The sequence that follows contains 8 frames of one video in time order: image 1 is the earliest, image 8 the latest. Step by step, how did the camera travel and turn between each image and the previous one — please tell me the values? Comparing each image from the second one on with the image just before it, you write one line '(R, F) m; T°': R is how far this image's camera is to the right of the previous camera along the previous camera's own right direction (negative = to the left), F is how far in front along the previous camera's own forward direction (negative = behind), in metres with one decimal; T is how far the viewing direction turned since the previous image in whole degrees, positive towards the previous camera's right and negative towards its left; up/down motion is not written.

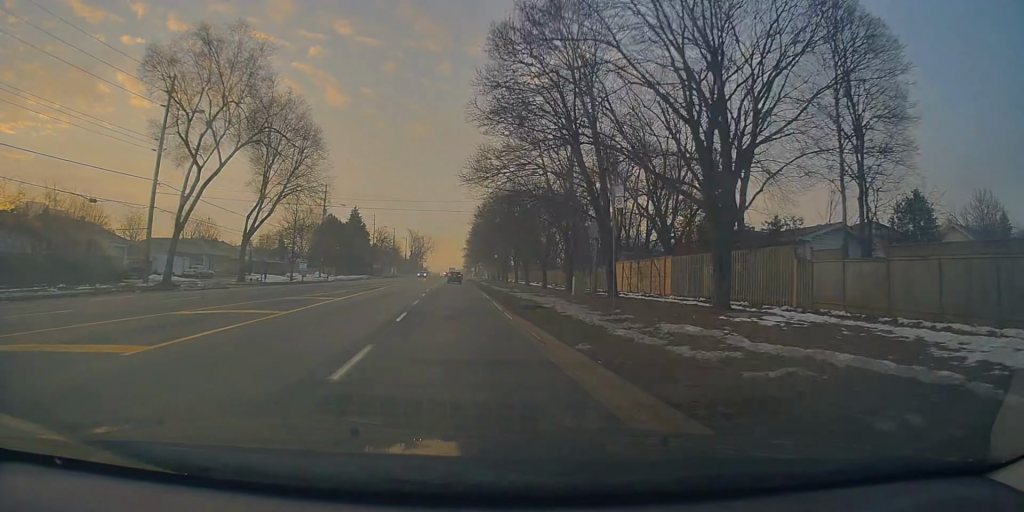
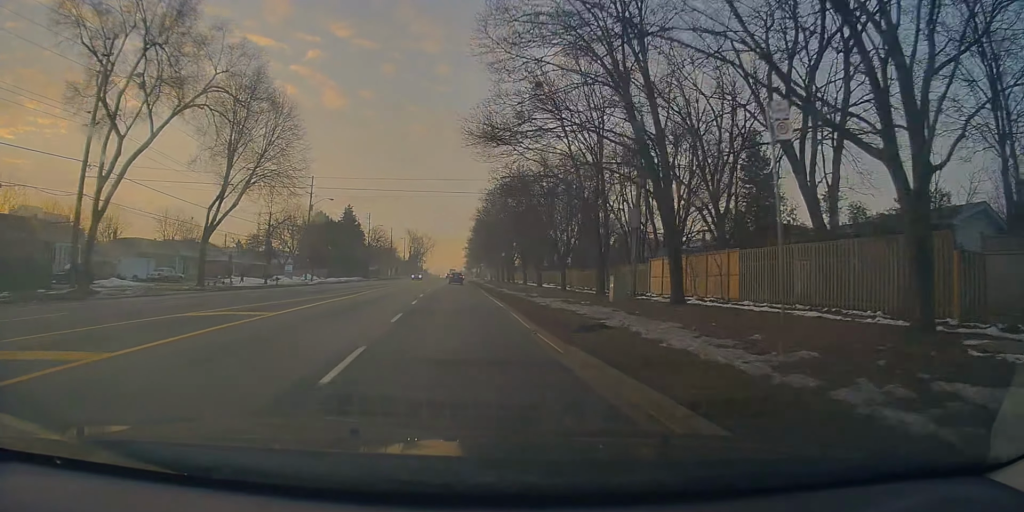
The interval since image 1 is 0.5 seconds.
(-0.2, +8.6) m; 0°
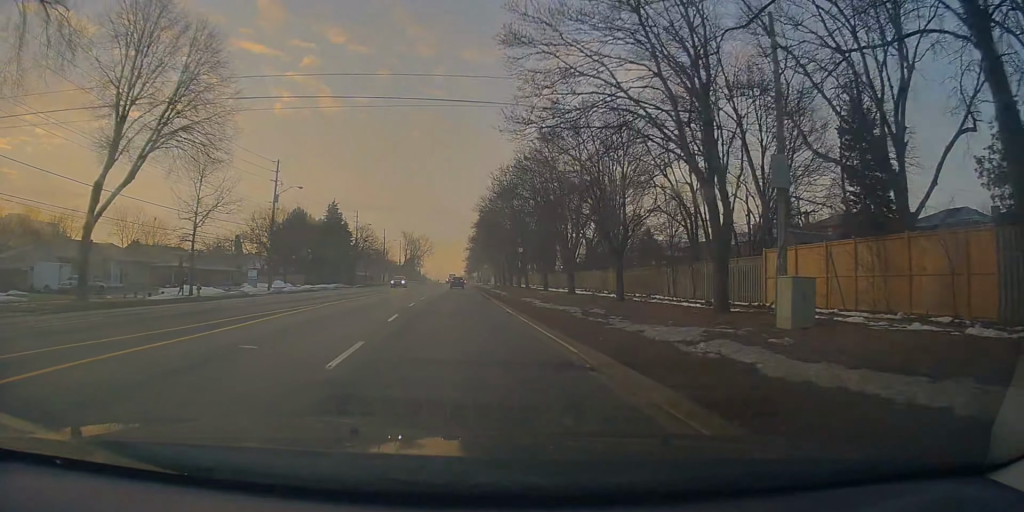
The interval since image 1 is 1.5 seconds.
(+0.3, +15.3) m; +1°
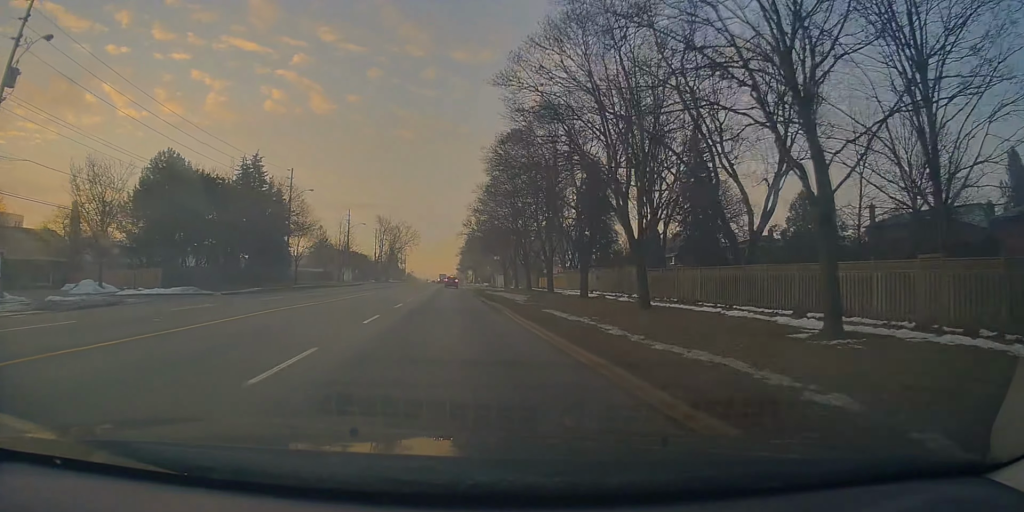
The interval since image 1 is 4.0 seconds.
(0.0, +42.8) m; 0°
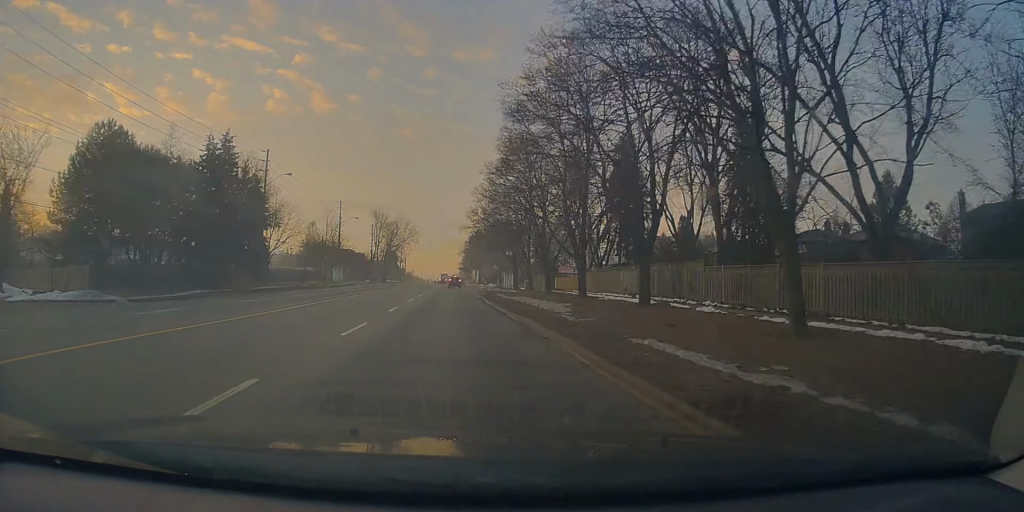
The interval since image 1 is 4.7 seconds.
(-0.2, +11.2) m; +1°
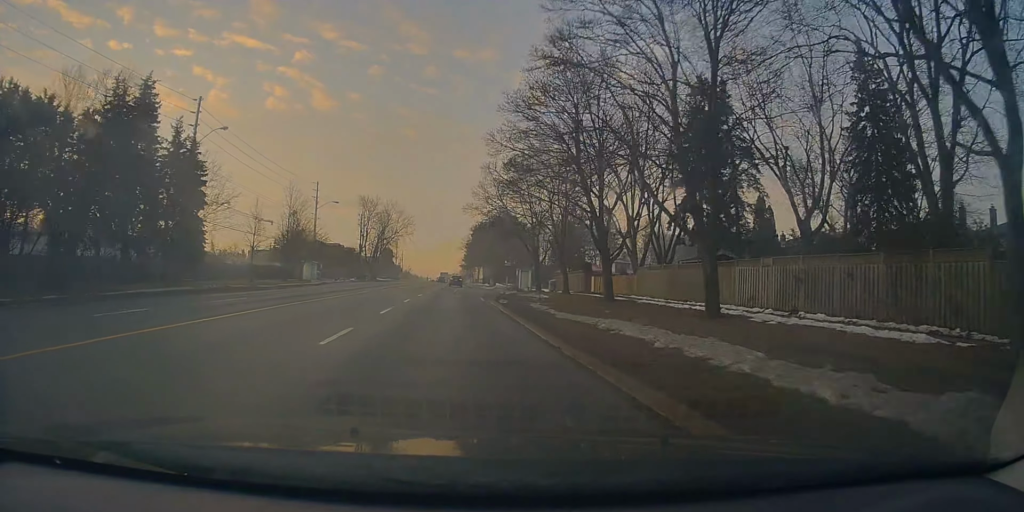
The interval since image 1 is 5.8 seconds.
(+0.4, +18.9) m; 0°
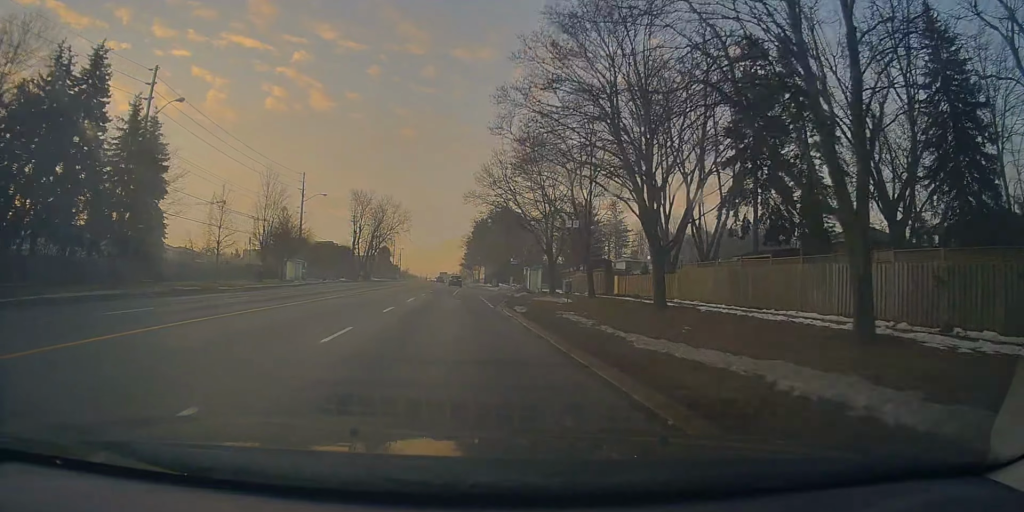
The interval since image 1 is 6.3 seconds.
(-0.2, +7.8) m; -1°
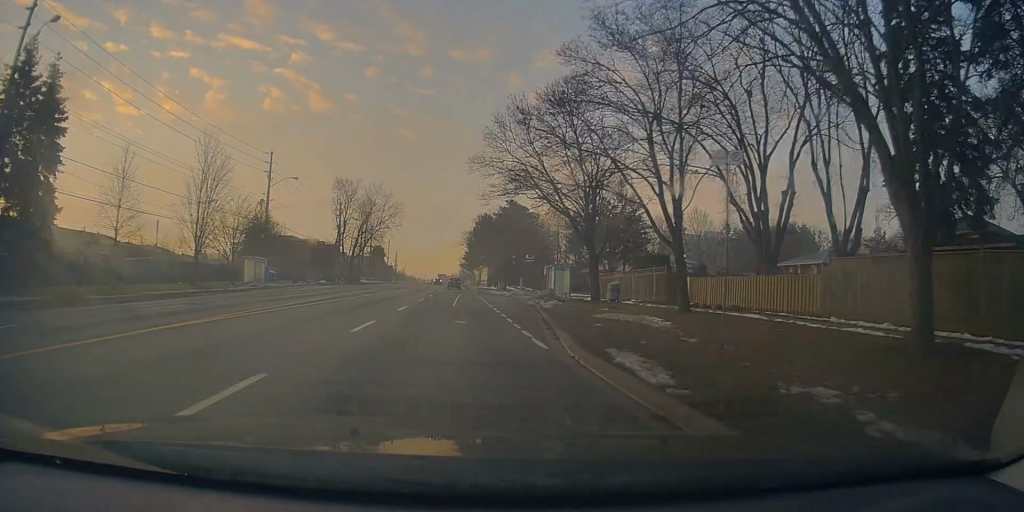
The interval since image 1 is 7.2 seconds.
(-0.1, +14.4) m; 0°
